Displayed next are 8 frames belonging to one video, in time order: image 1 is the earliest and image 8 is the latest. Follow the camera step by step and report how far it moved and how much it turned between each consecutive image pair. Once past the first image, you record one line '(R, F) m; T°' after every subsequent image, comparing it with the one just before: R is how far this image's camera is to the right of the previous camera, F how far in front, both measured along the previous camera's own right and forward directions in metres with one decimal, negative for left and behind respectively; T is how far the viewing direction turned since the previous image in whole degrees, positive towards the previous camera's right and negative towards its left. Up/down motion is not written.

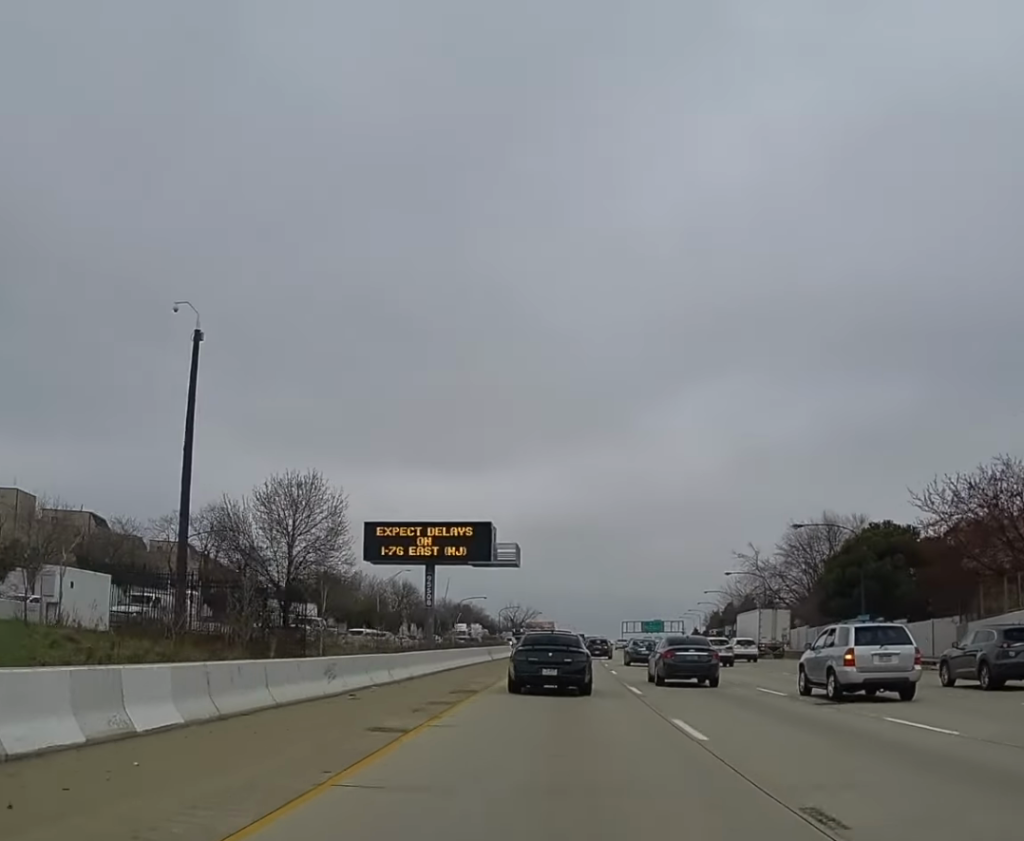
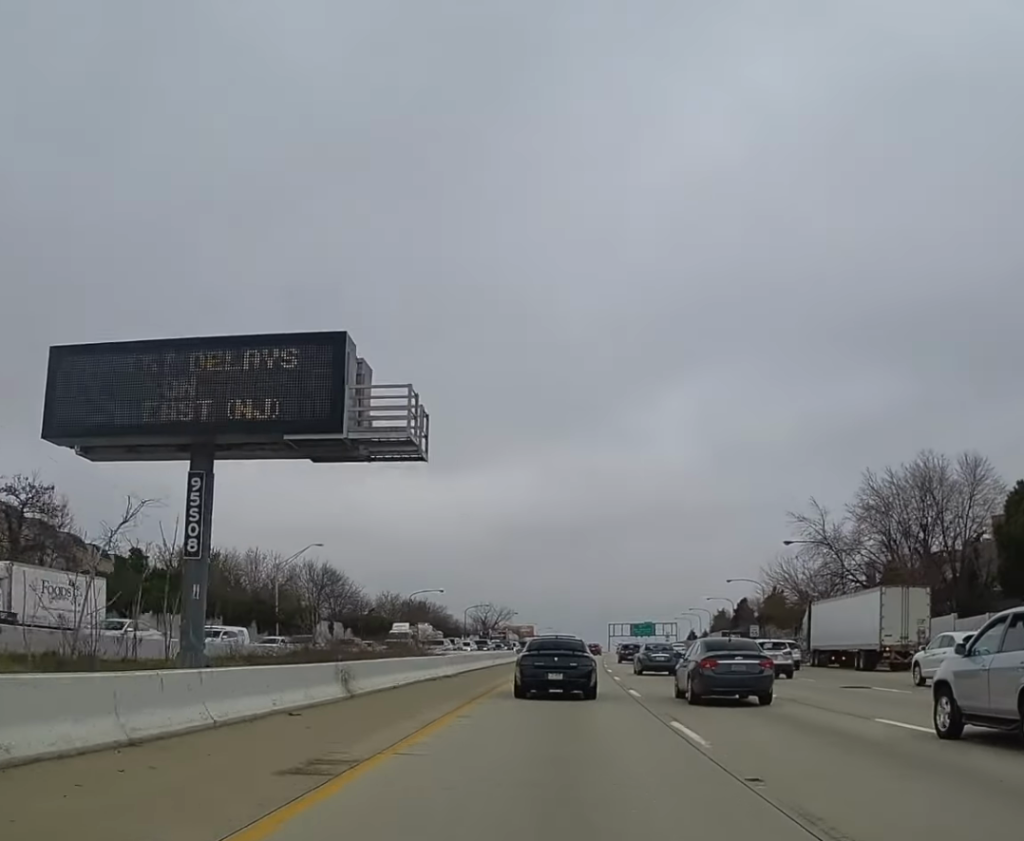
(+0.5, +39.8) m; +1°
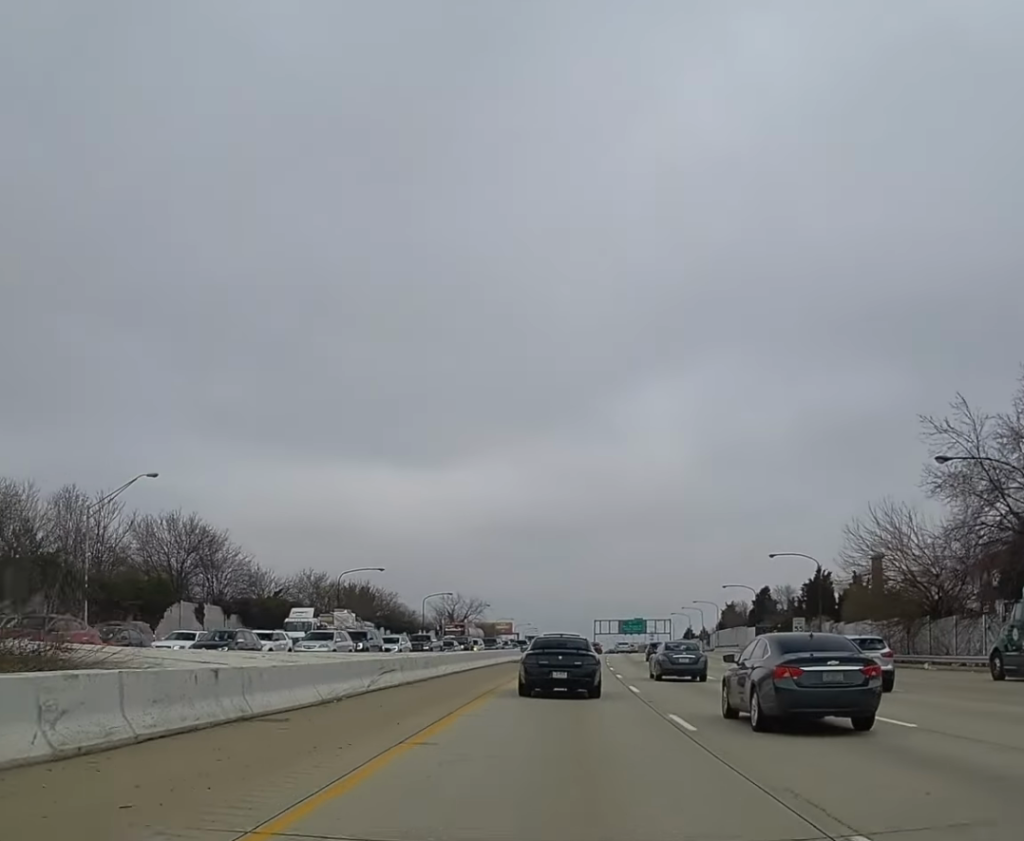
(+0.4, +34.4) m; +1°
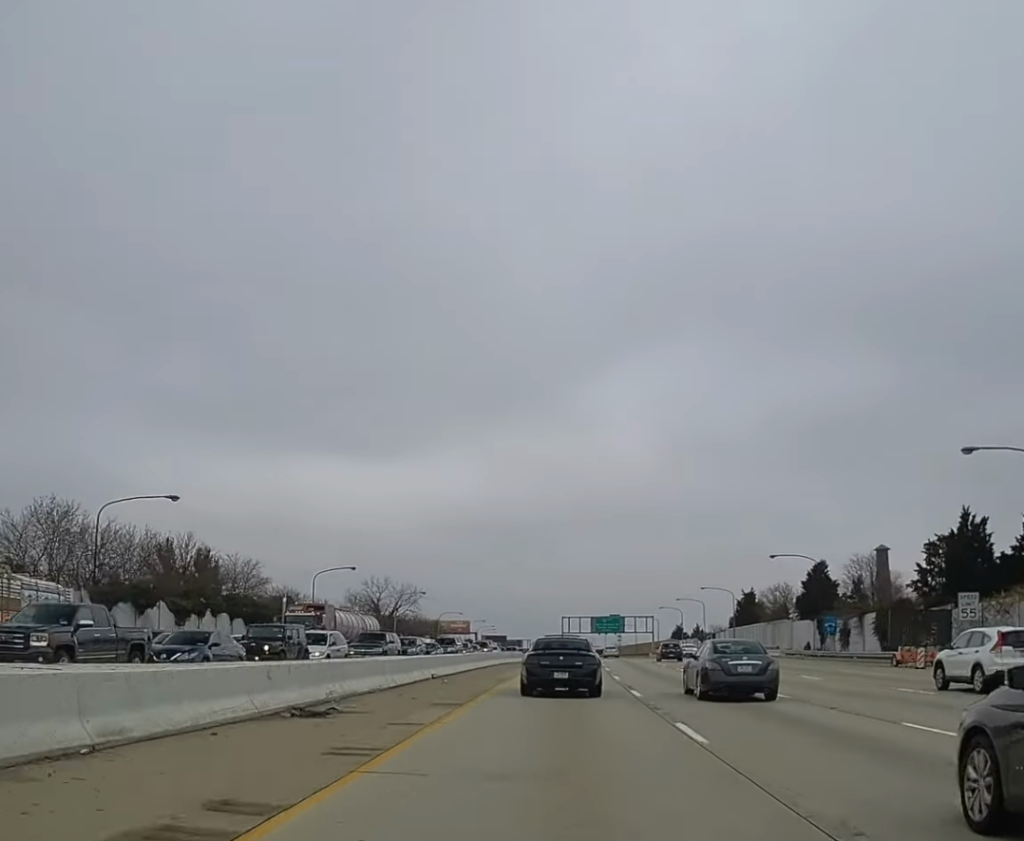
(+0.4, +49.9) m; +1°
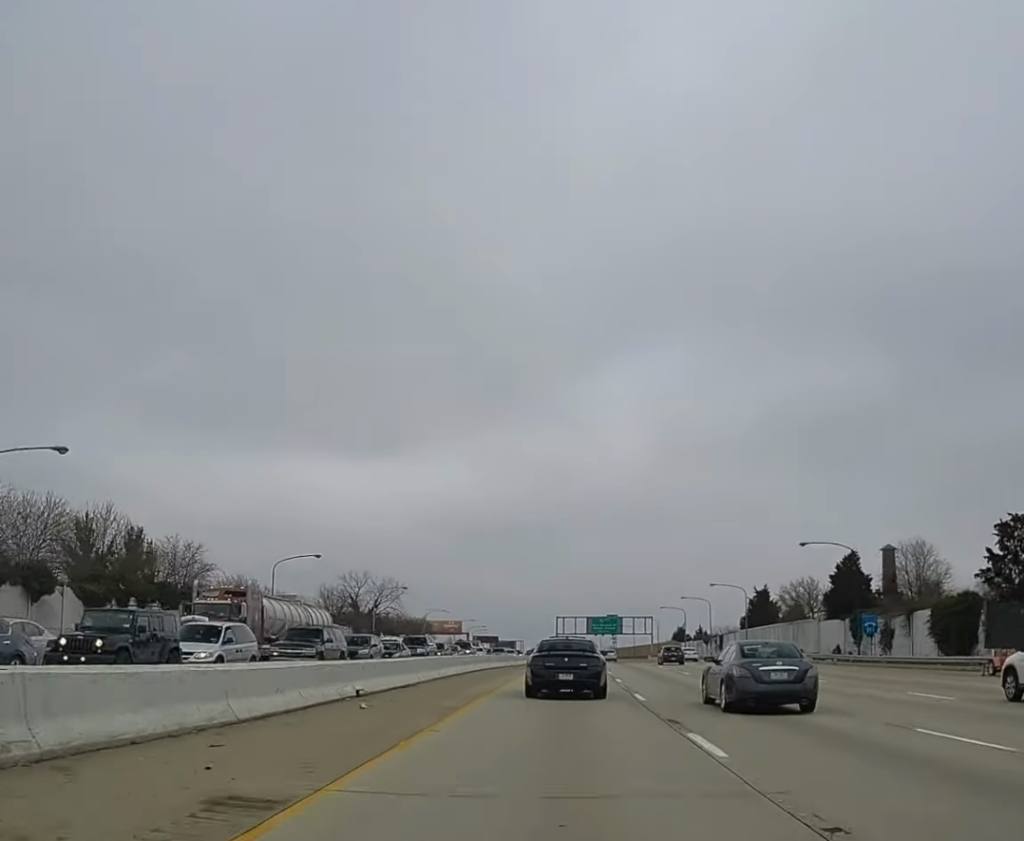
(+0.1, +13.2) m; +1°
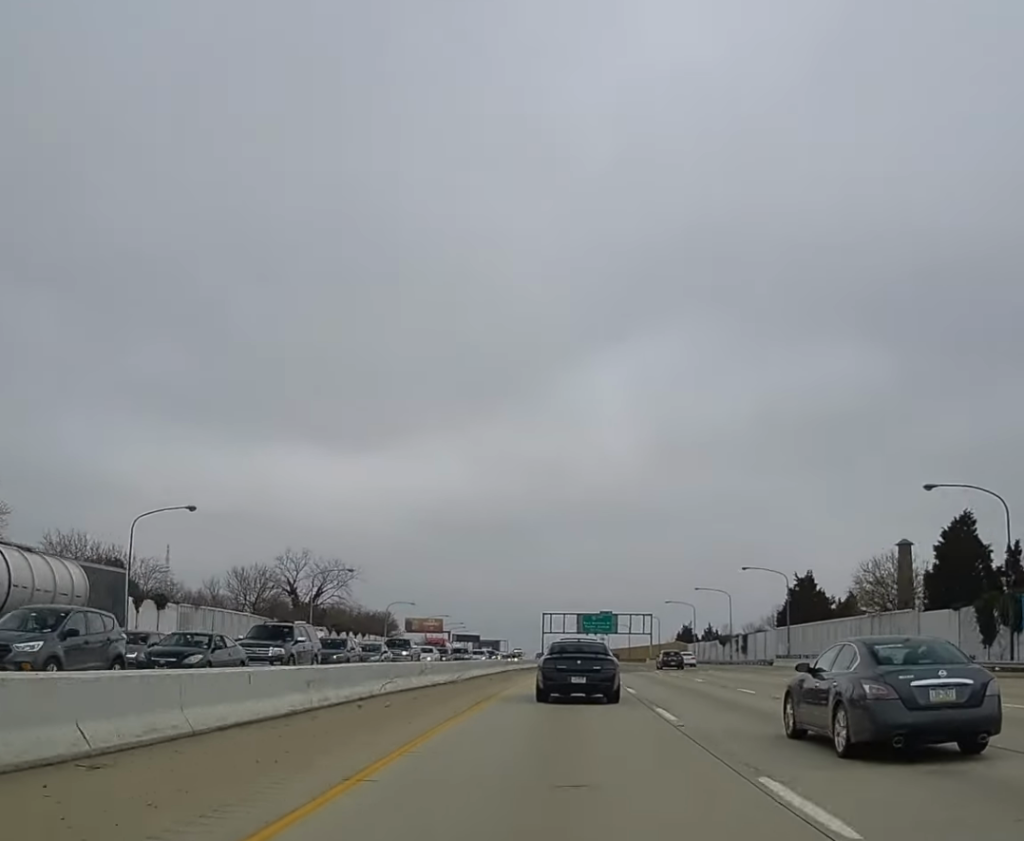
(+0.3, +28.9) m; +1°
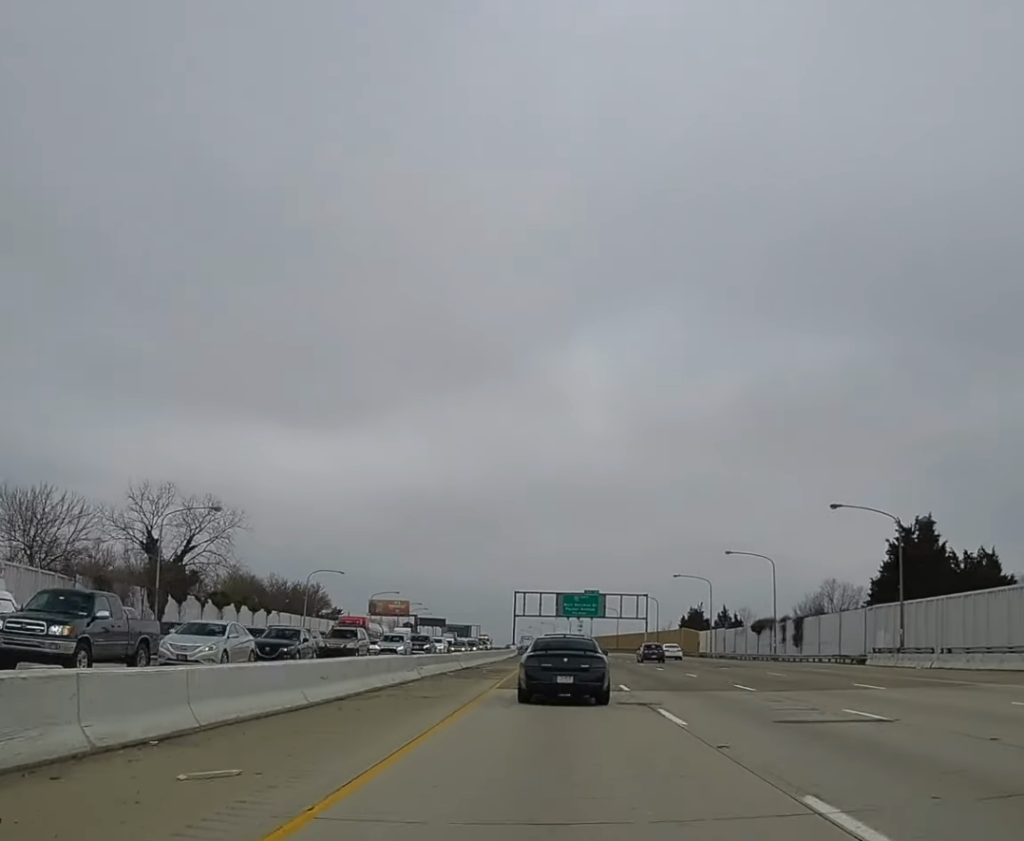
(+0.5, +37.8) m; +1°
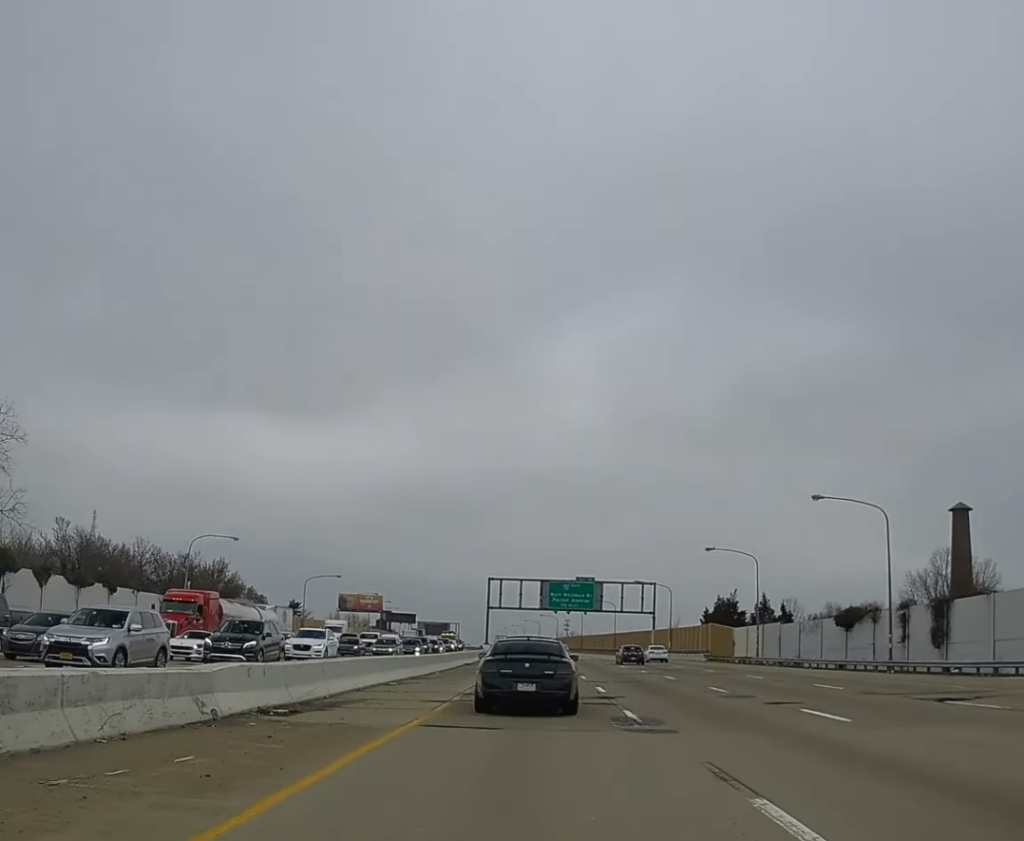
(+0.4, +36.0) m; 0°
